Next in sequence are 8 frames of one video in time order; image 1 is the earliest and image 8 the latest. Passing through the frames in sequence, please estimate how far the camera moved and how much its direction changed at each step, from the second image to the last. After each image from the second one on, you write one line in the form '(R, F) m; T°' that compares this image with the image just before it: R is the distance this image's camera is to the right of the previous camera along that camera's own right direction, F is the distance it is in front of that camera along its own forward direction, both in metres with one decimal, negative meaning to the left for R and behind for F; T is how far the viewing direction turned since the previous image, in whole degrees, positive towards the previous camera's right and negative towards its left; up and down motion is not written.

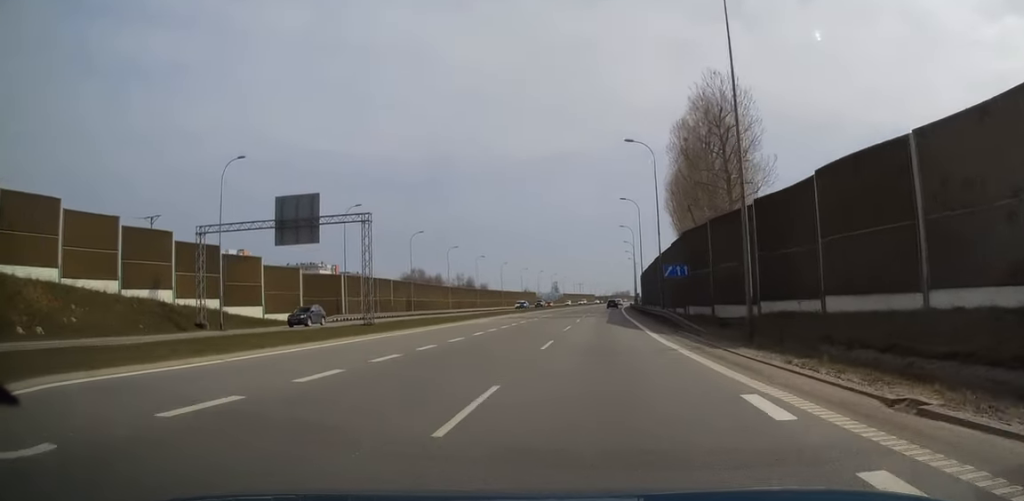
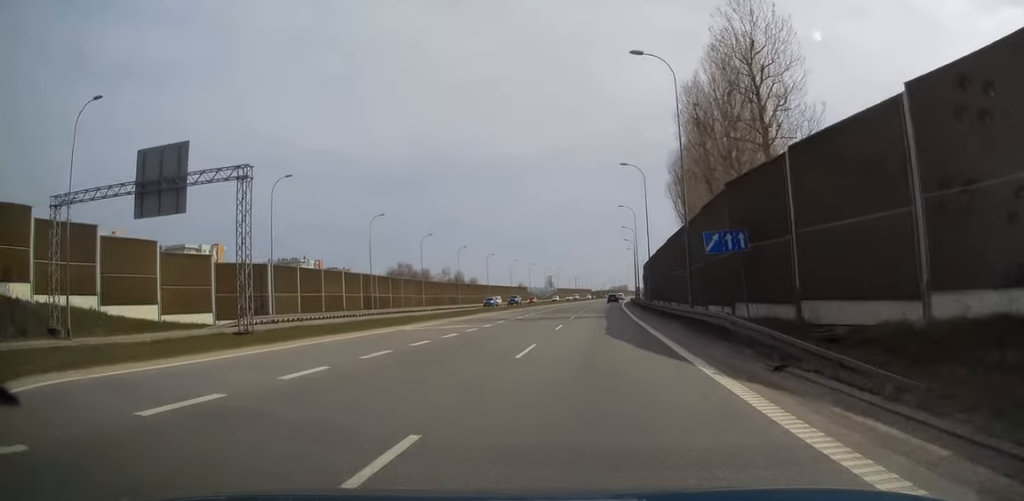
(+0.2, +16.4) m; +1°
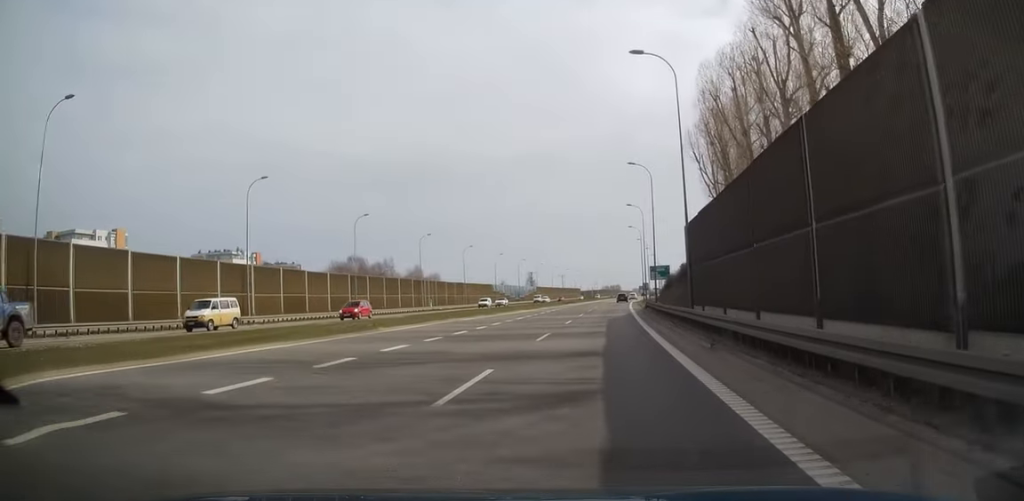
(0.0, +54.2) m; 0°
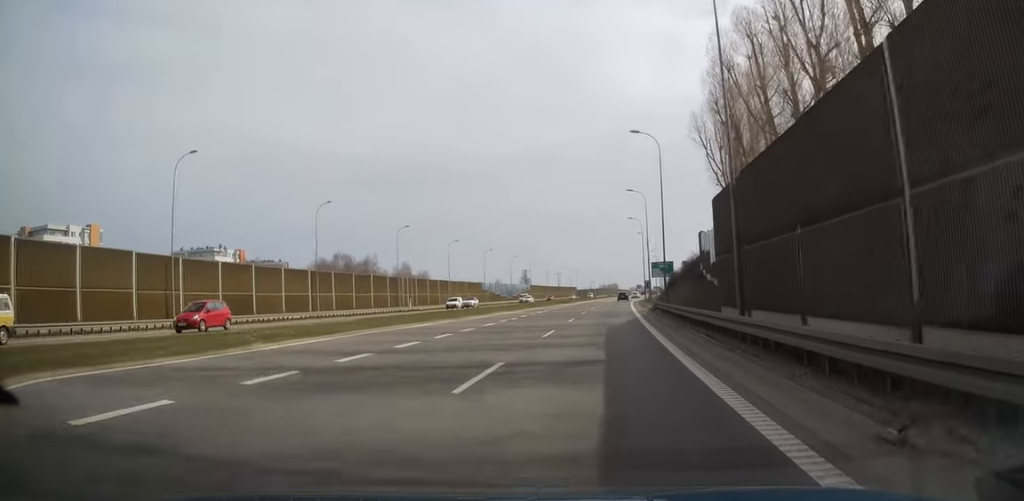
(0.0, +10.9) m; 0°
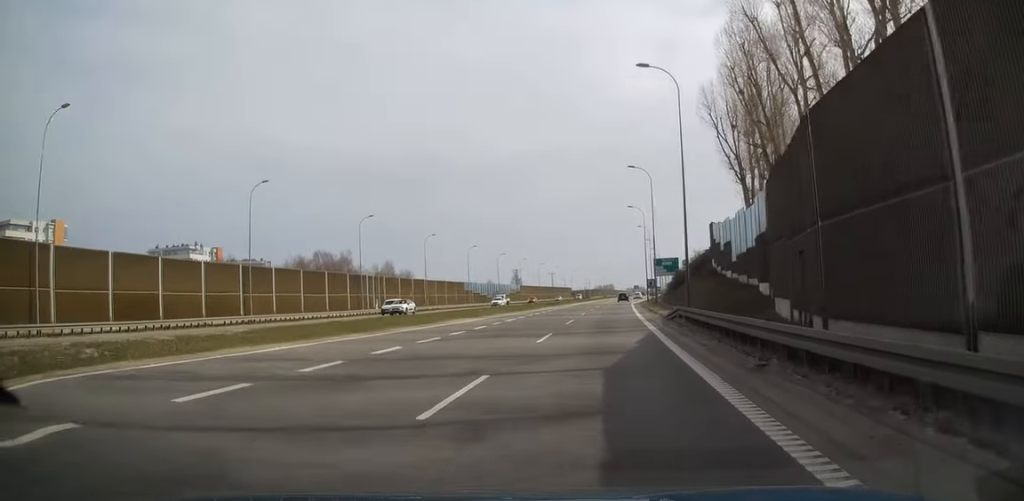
(0.0, +13.9) m; 0°
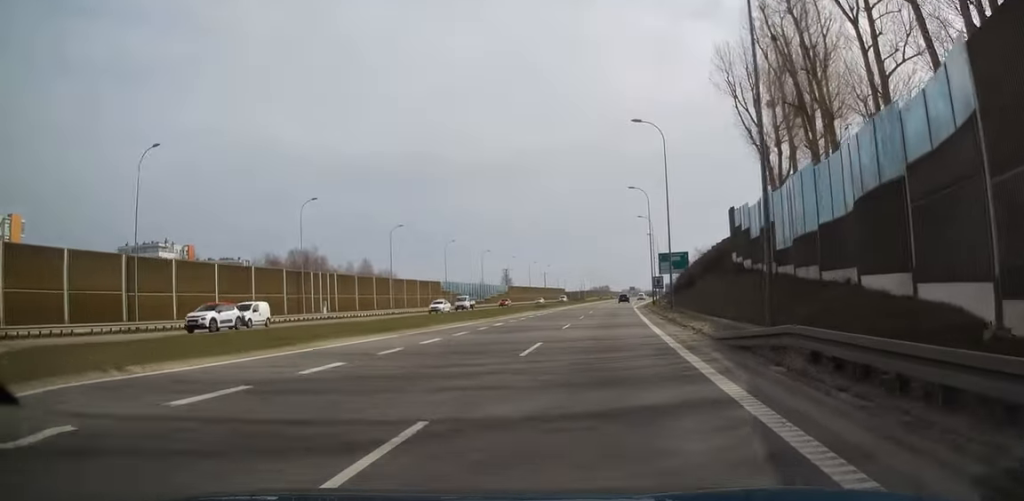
(+0.2, +16.1) m; +1°
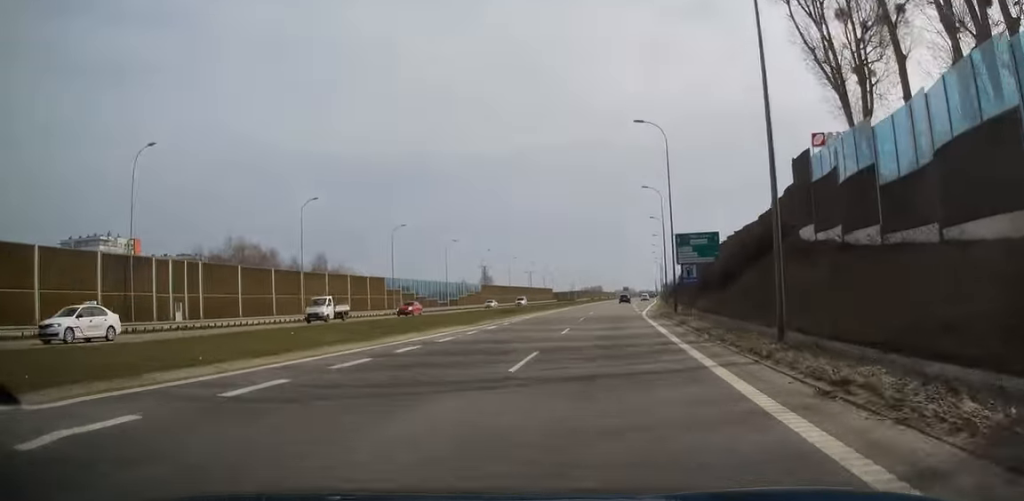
(0.0, +27.0) m; 0°
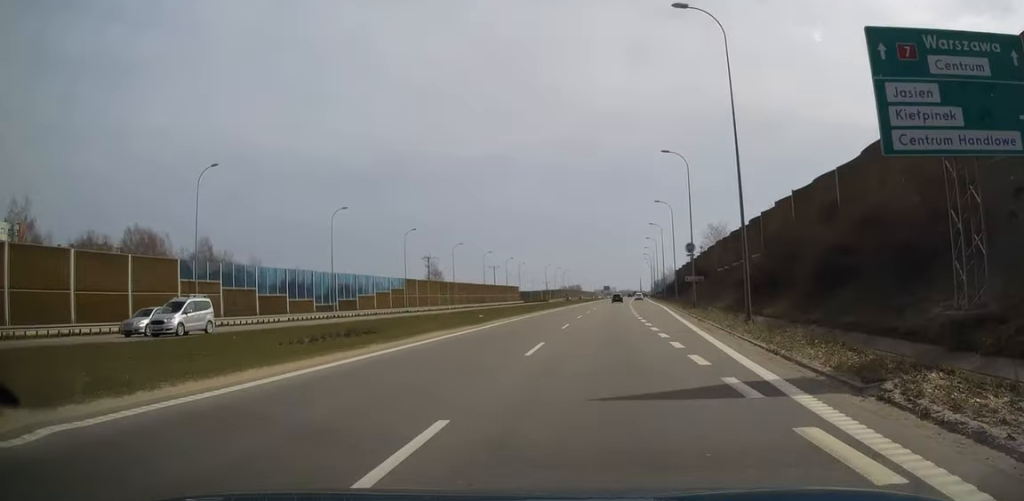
(+0.5, +45.1) m; +2°
